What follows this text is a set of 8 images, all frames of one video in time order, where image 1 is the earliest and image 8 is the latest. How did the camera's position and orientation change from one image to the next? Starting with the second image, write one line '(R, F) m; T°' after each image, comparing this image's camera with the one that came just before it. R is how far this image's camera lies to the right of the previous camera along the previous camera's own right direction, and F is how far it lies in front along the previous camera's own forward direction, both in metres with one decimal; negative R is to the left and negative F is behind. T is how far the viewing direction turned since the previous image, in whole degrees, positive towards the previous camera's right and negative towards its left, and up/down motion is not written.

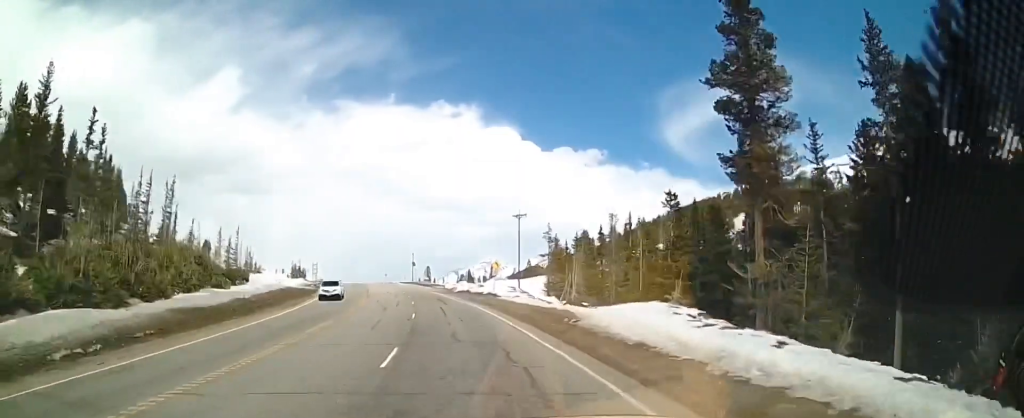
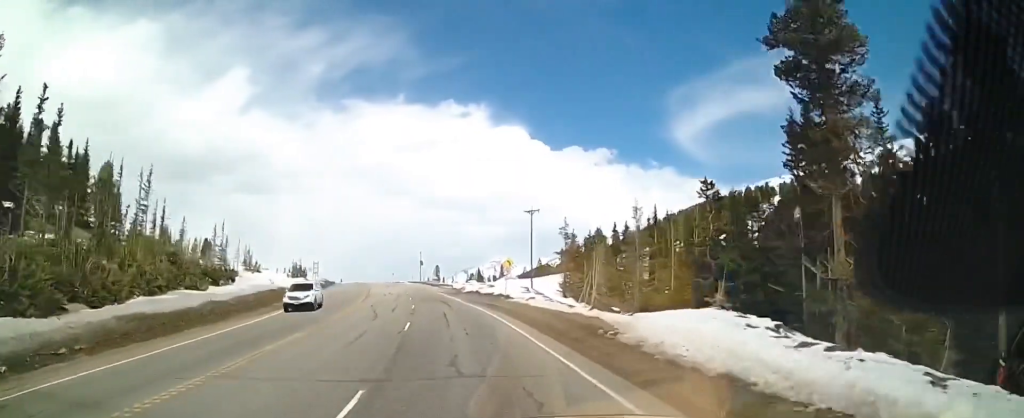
(+0.2, +5.5) m; -1°
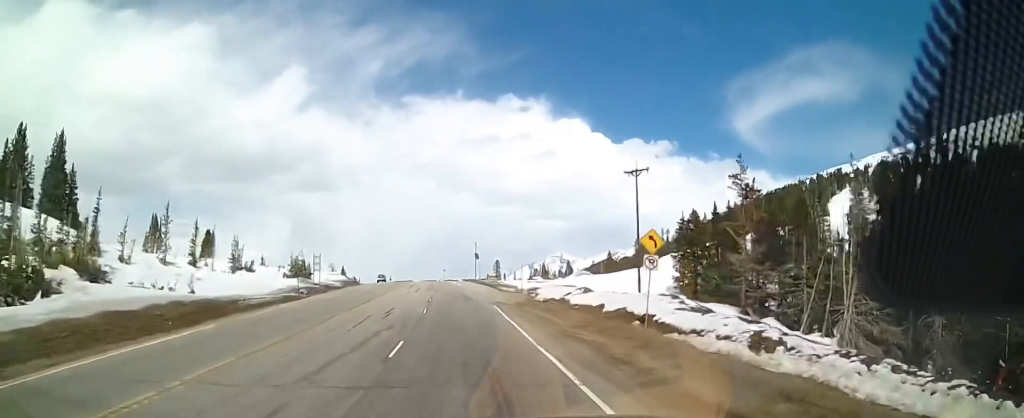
(-3.1, +30.6) m; -9°
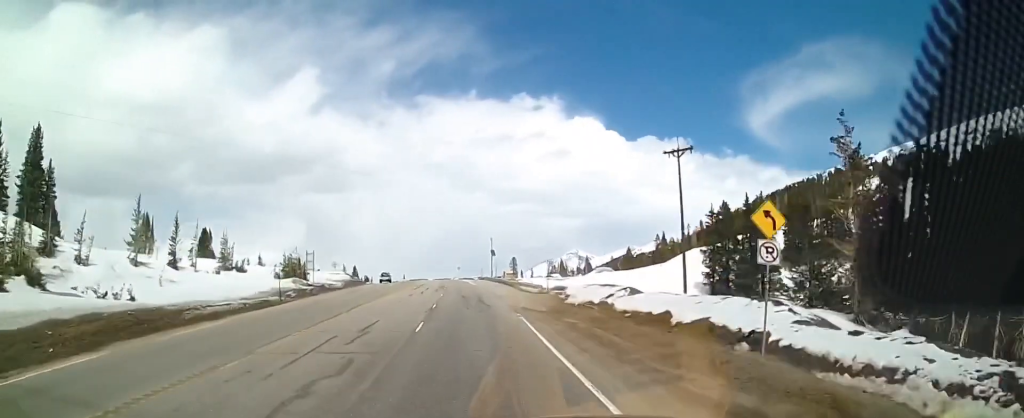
(0.0, +8.6) m; 0°
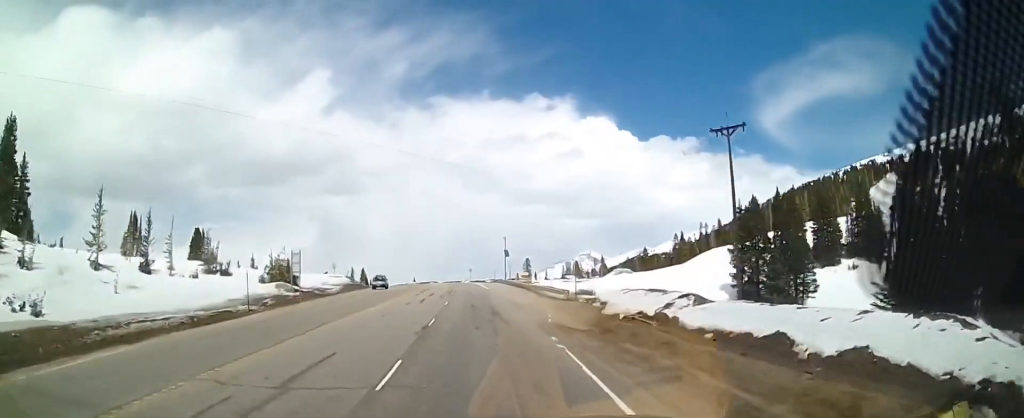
(0.0, +8.2) m; 0°
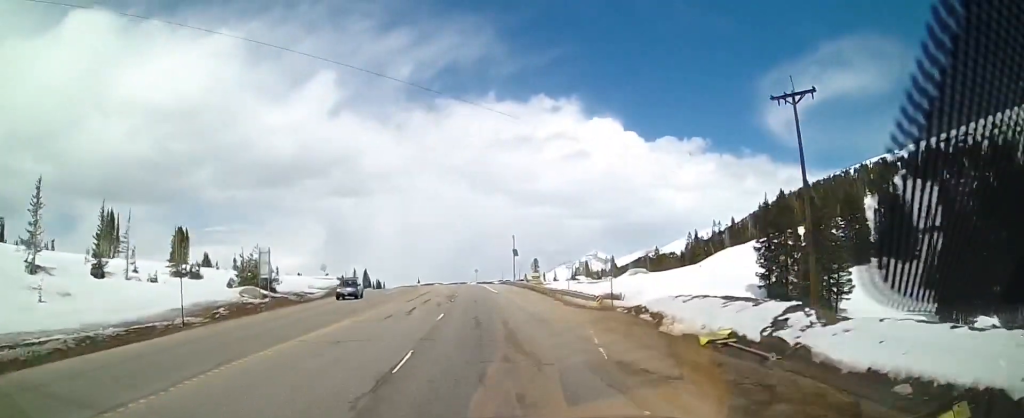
(0.0, +9.0) m; 0°
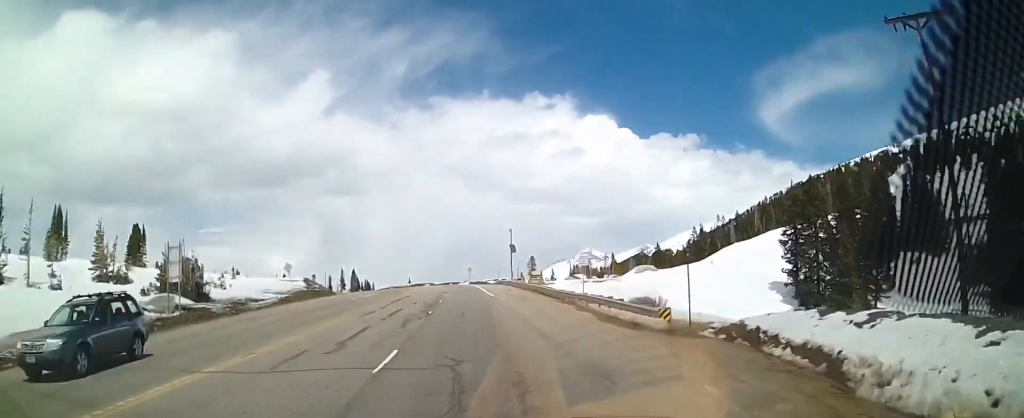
(0.0, +12.3) m; +1°
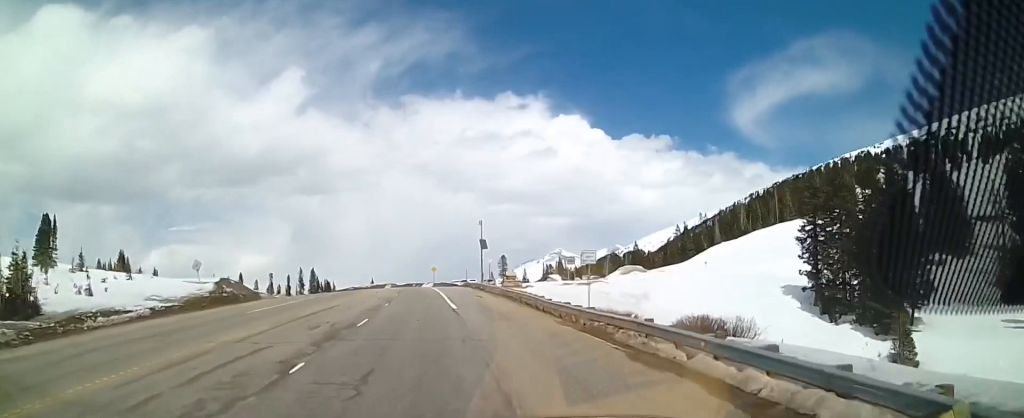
(+0.4, +15.1) m; +2°
